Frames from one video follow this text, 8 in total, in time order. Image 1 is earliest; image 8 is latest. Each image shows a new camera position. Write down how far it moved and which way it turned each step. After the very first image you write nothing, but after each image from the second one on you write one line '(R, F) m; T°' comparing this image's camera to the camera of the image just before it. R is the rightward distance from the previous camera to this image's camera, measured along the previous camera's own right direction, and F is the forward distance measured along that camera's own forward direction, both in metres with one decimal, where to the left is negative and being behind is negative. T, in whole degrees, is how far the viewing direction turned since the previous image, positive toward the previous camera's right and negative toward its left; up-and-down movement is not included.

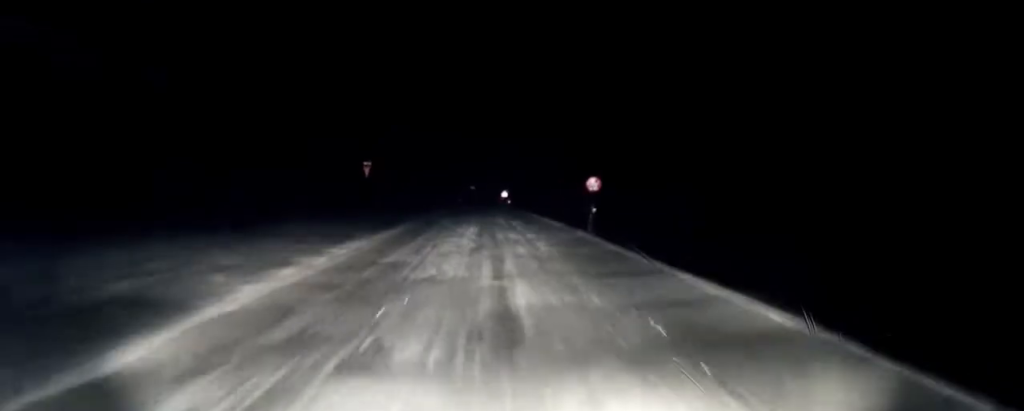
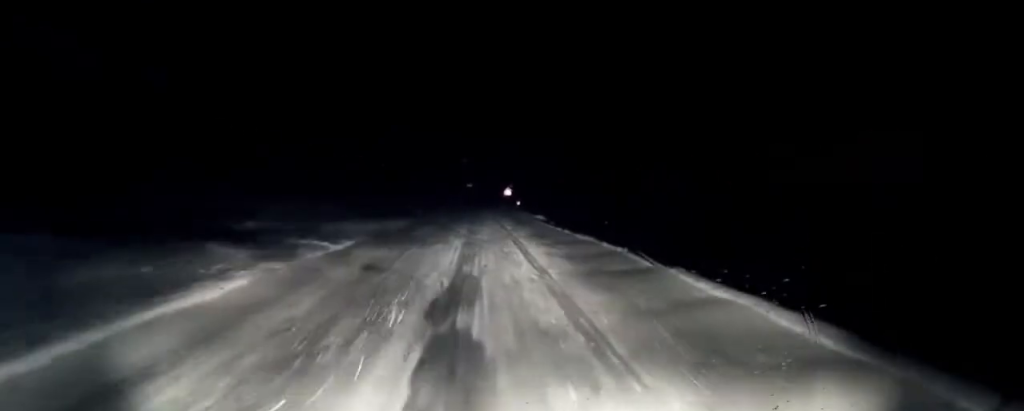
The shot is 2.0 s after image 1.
(0.0, +26.0) m; 0°
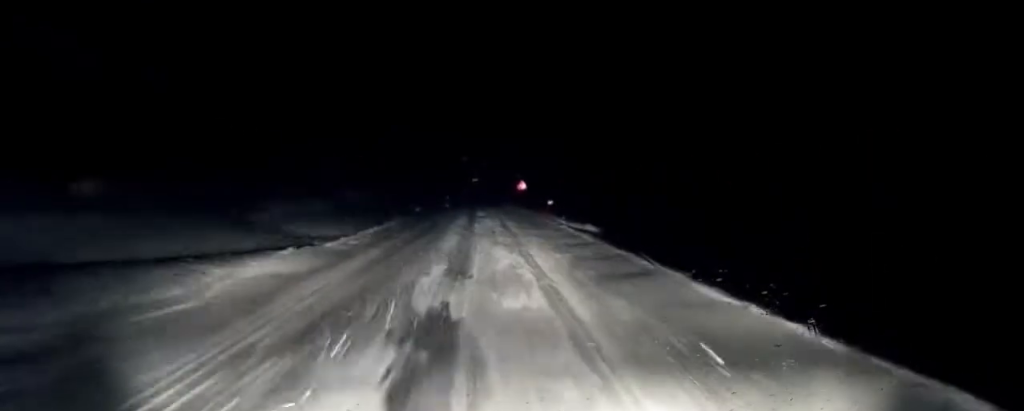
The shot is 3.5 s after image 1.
(+0.2, +19.3) m; -1°
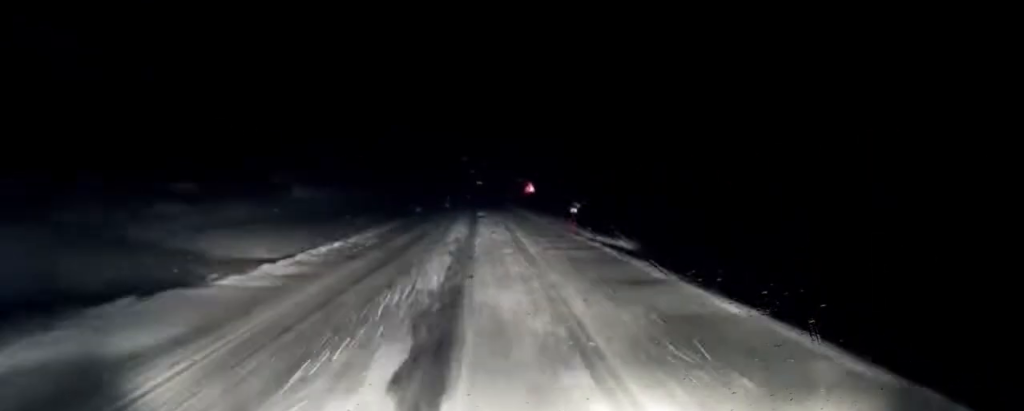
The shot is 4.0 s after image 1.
(-0.1, +6.0) m; -2°
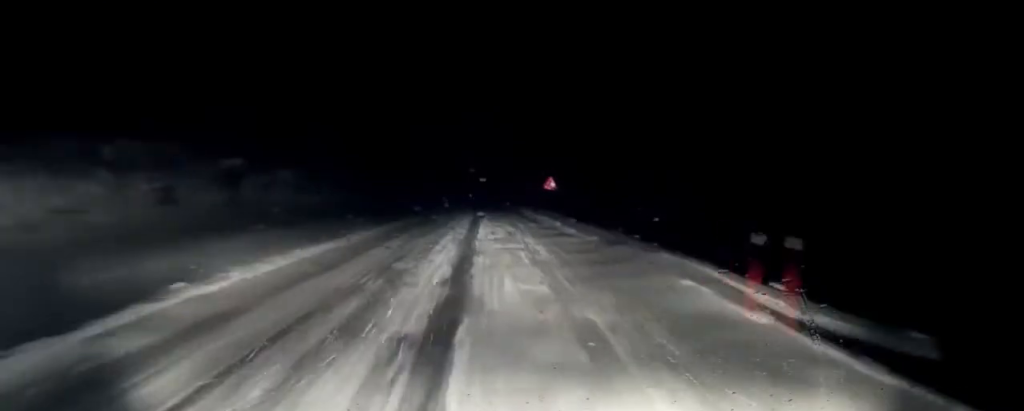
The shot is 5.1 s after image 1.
(-0.5, +14.2) m; 0°
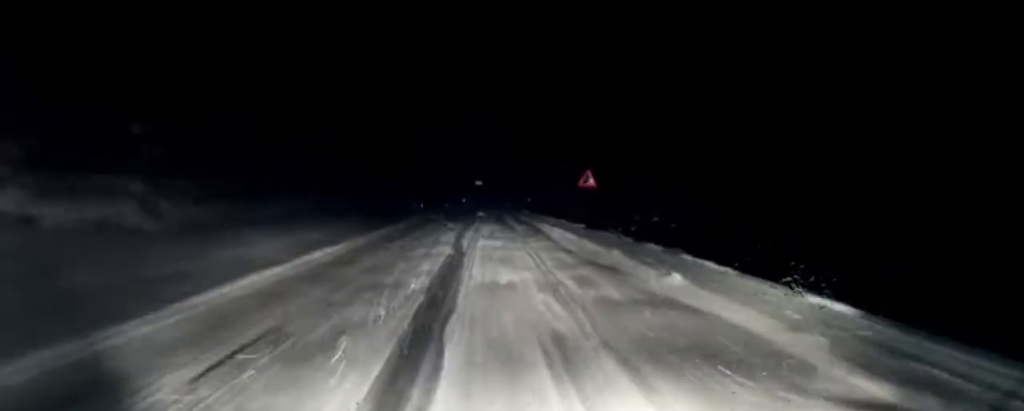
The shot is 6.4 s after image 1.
(+0.7, +16.2) m; +1°
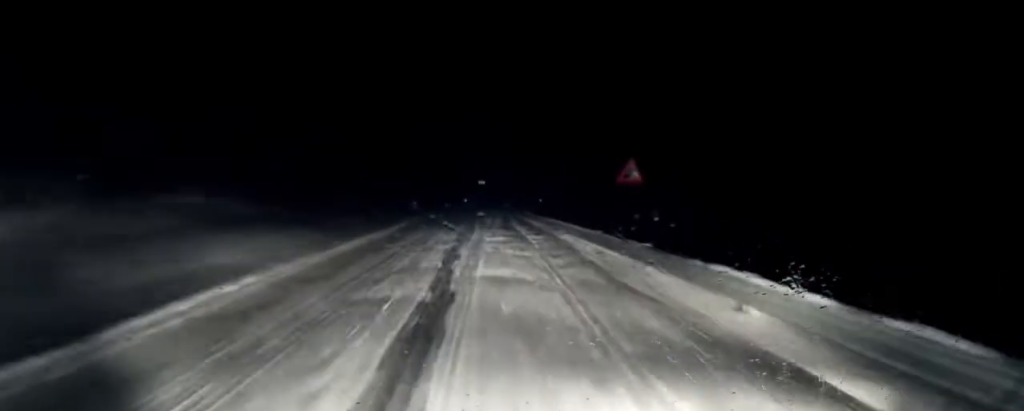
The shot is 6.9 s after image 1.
(-0.2, +6.8) m; -1°
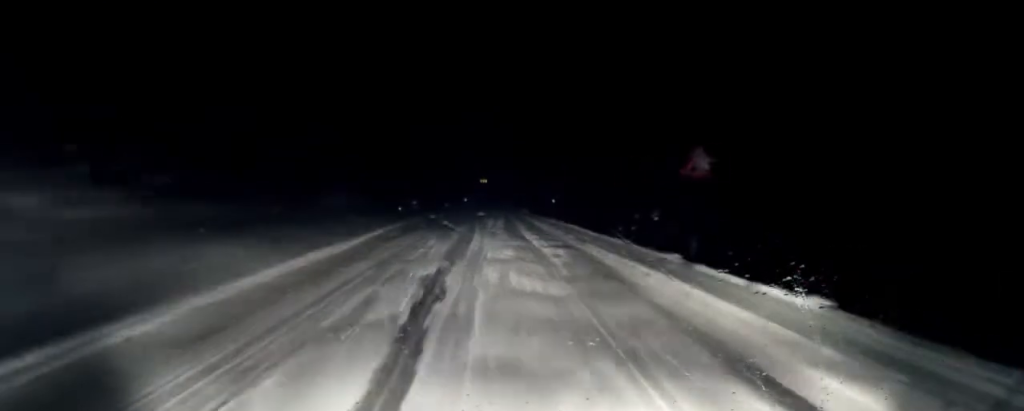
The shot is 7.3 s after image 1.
(-0.1, +5.5) m; -1°
